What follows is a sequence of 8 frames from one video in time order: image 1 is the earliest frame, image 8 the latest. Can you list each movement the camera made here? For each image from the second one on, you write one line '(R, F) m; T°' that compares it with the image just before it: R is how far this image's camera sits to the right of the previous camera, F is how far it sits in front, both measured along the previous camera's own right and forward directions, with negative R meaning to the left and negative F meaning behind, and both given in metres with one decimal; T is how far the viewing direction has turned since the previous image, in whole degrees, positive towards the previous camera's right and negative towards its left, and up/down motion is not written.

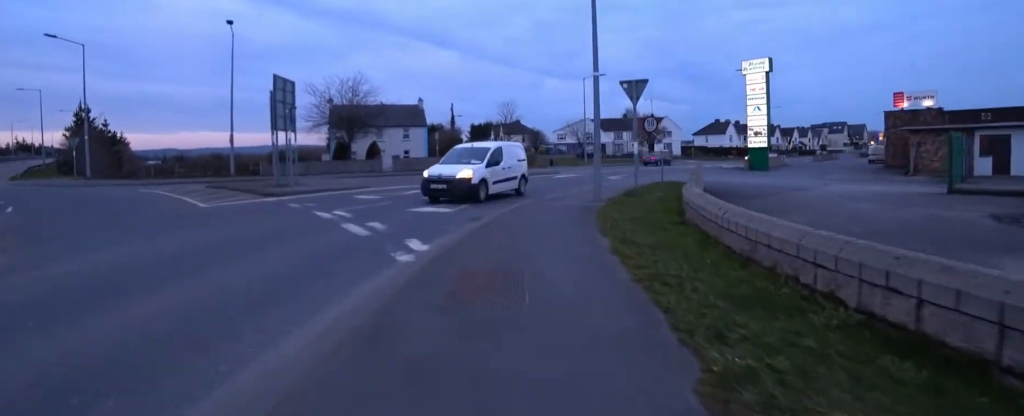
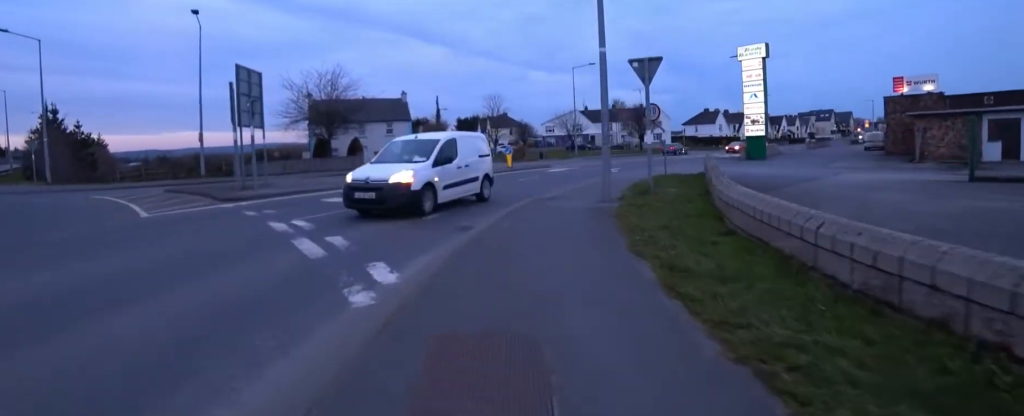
(+0.2, +1.8) m; +9°
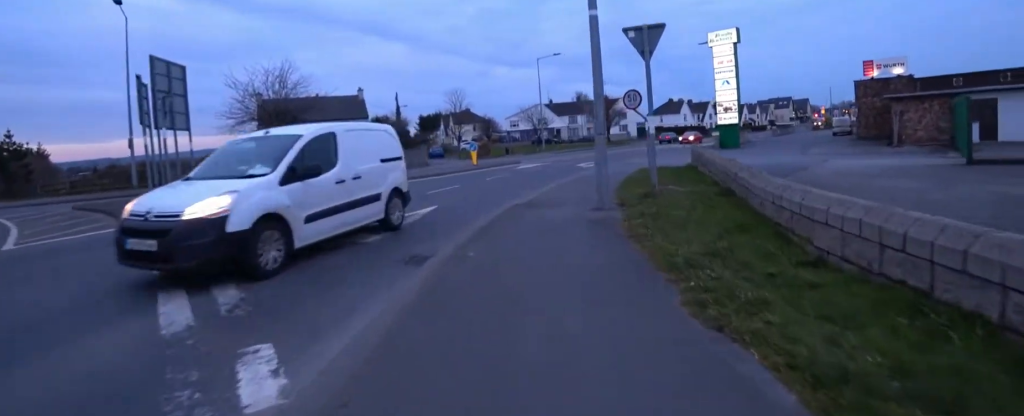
(+0.4, +2.2) m; +12°
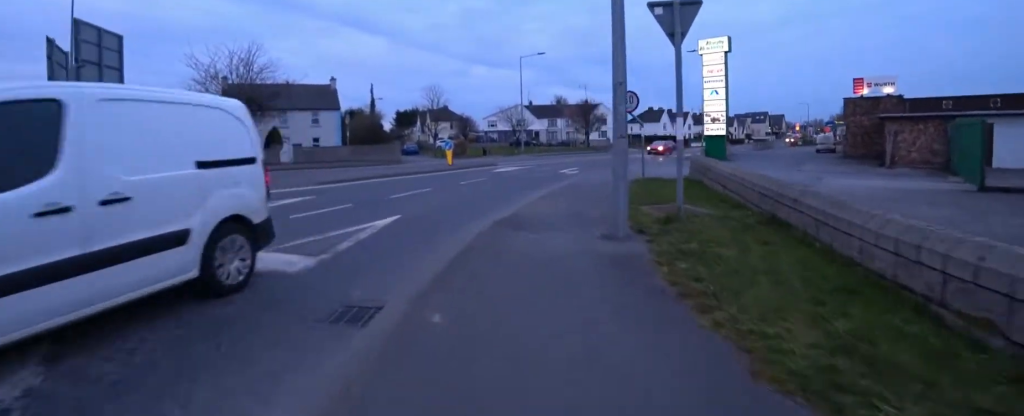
(+0.1, +1.9) m; +4°
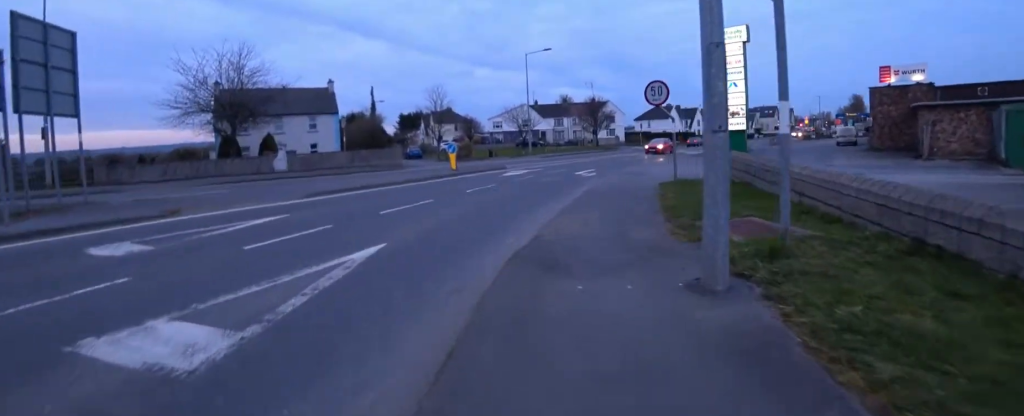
(+0.1, +2.0) m; +2°
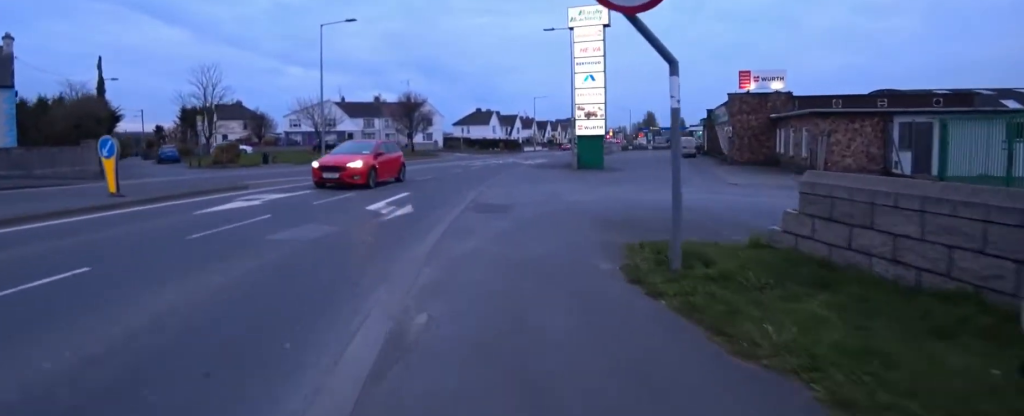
(+0.1, +10.4) m; +1°
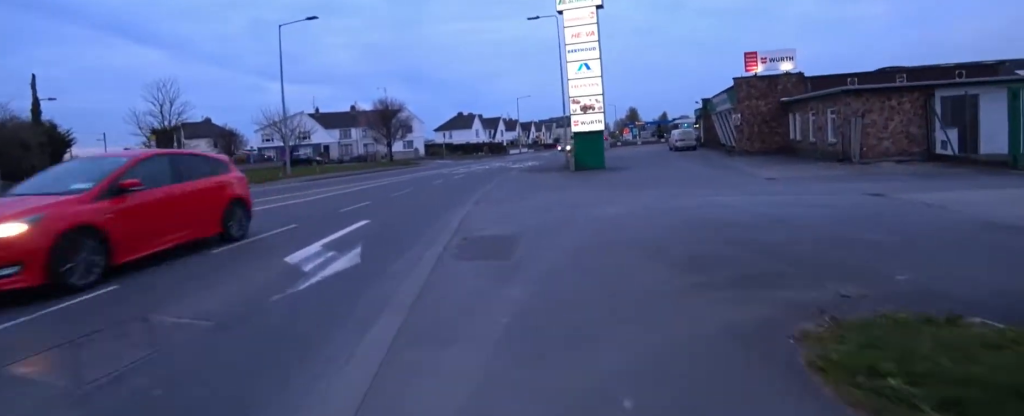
(0.0, +3.5) m; +2°
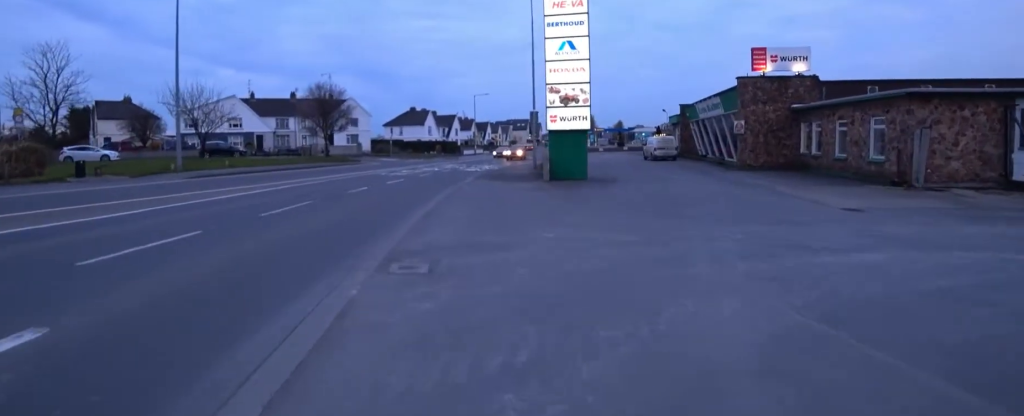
(+0.7, +5.8) m; +14°
